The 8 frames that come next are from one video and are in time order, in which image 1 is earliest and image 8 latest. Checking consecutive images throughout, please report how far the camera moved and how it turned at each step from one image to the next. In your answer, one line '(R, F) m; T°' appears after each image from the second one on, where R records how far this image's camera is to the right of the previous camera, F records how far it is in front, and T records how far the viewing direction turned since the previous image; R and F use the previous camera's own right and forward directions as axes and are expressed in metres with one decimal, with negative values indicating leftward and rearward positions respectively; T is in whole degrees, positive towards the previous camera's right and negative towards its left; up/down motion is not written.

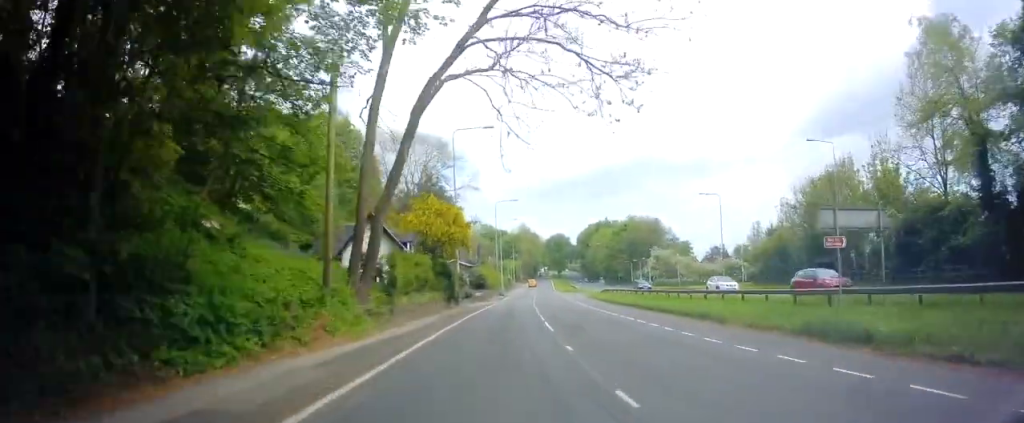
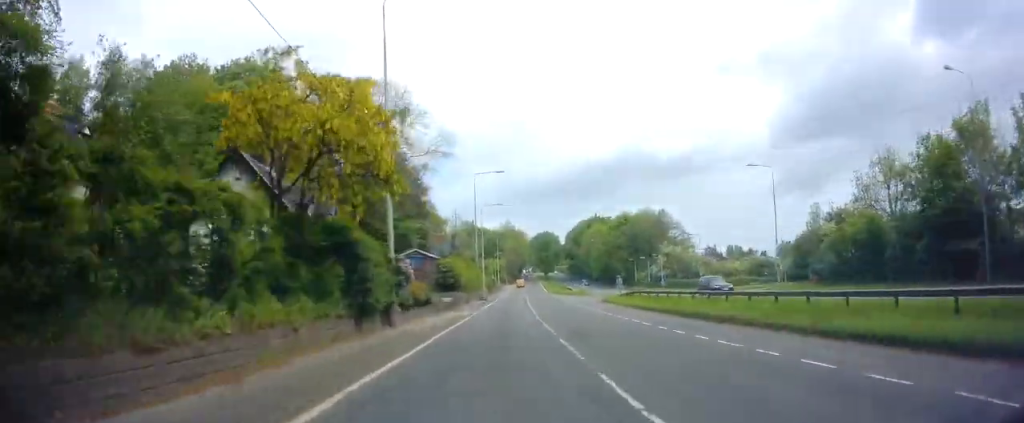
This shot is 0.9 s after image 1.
(+0.4, +20.1) m; +3°
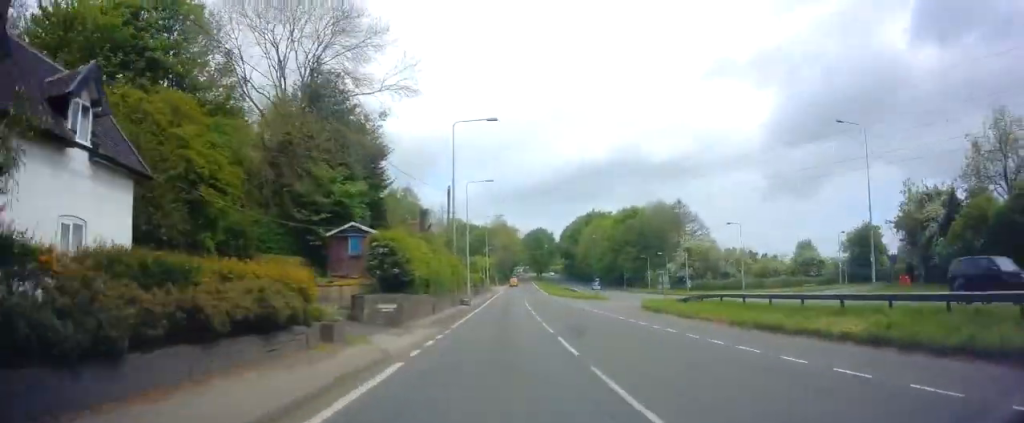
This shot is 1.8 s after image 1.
(+0.5, +17.6) m; +2°
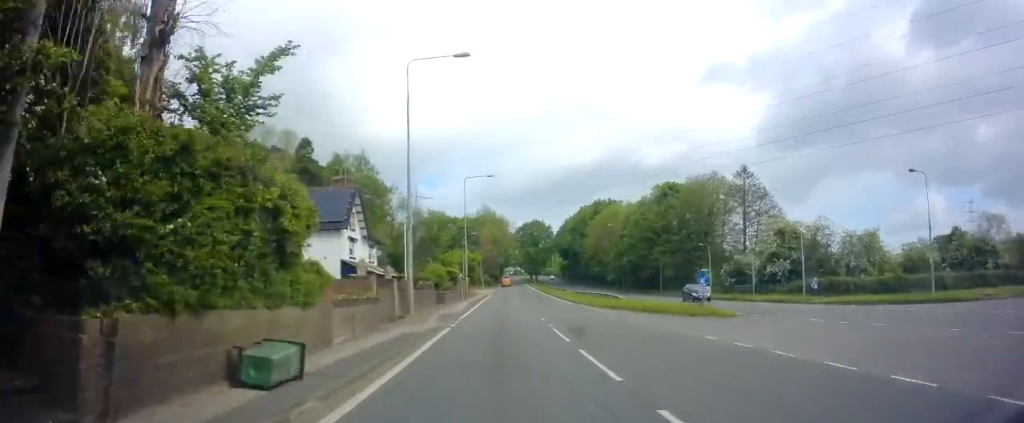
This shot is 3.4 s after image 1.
(+0.7, +33.6) m; +3°
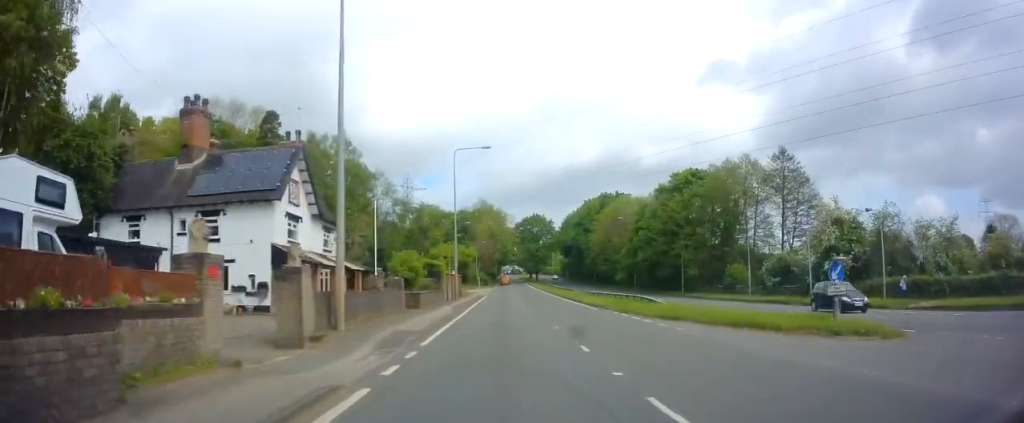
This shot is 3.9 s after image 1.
(+0.3, +11.3) m; +1°
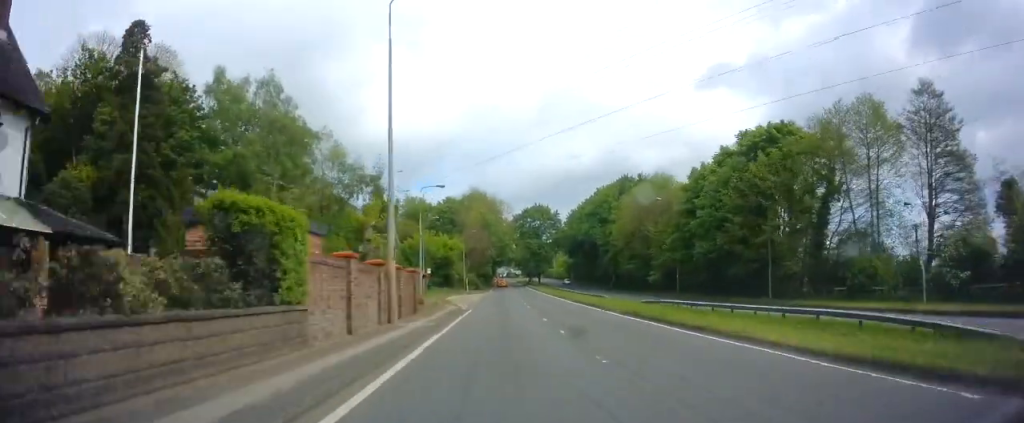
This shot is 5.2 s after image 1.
(-0.2, +25.8) m; 0°
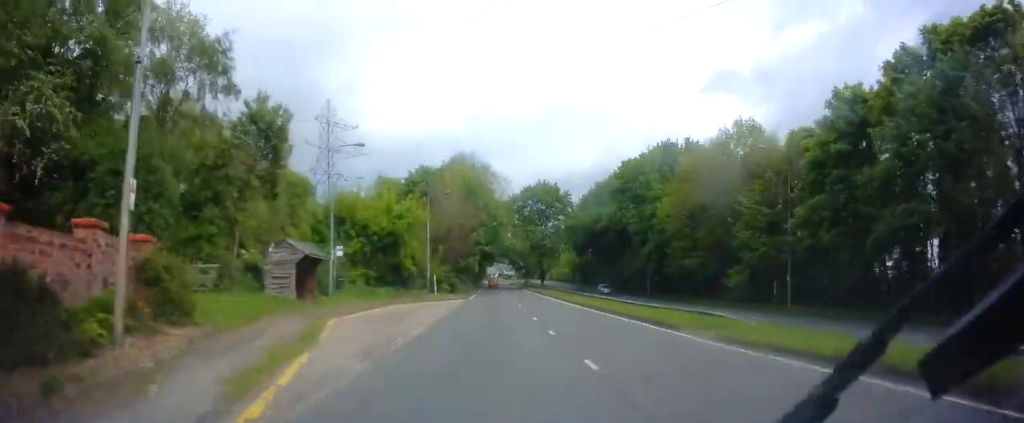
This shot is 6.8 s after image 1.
(+0.5, +30.9) m; 0°
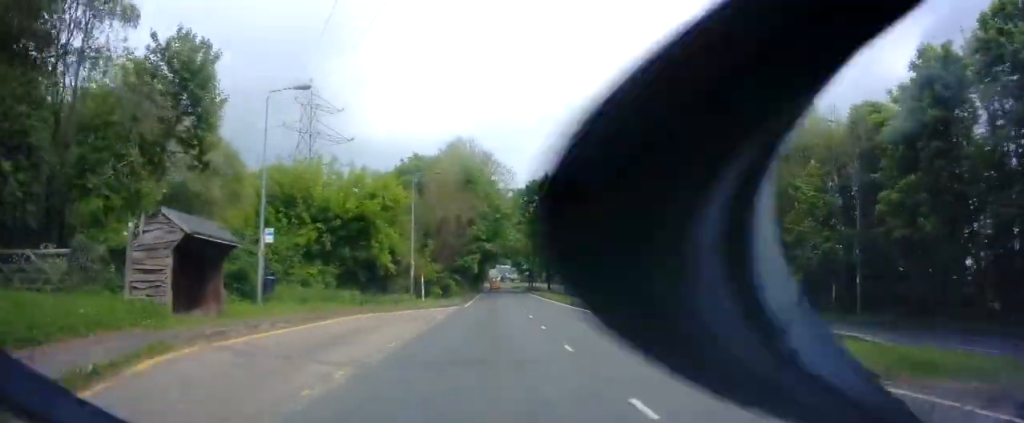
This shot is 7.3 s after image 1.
(-0.1, +9.2) m; 0°
